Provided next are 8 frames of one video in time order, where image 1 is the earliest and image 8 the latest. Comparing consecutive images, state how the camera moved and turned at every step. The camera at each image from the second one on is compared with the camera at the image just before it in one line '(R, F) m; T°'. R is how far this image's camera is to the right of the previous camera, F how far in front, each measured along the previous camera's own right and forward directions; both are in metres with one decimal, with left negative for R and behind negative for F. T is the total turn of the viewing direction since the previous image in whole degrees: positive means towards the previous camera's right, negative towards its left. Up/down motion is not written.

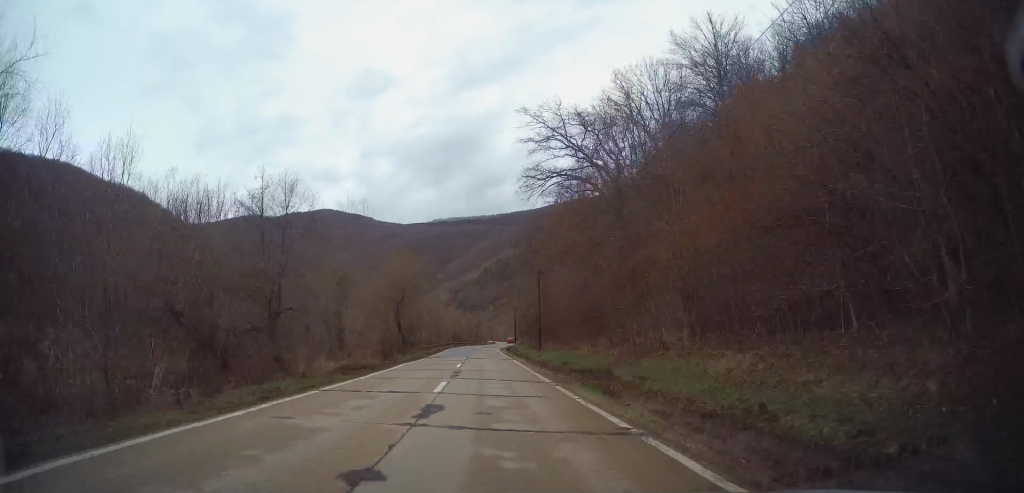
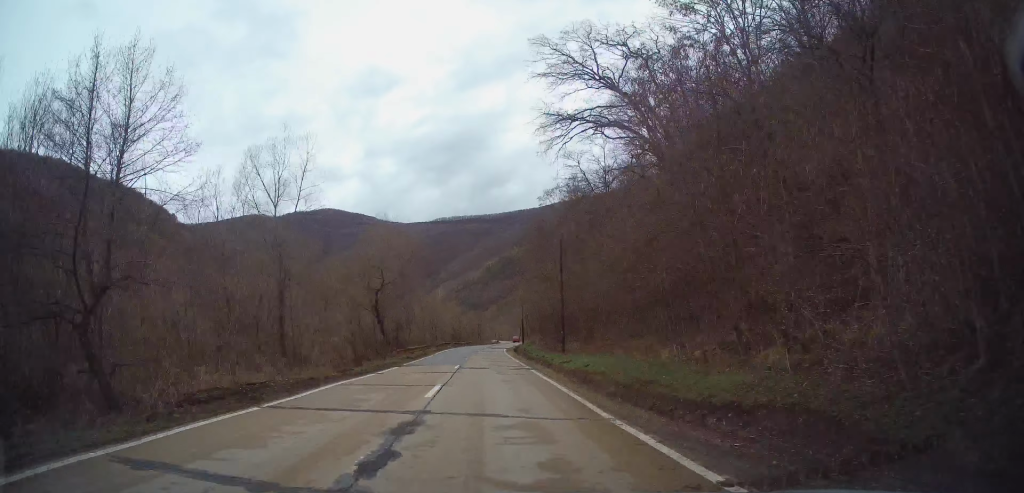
(0.0, +13.5) m; 0°
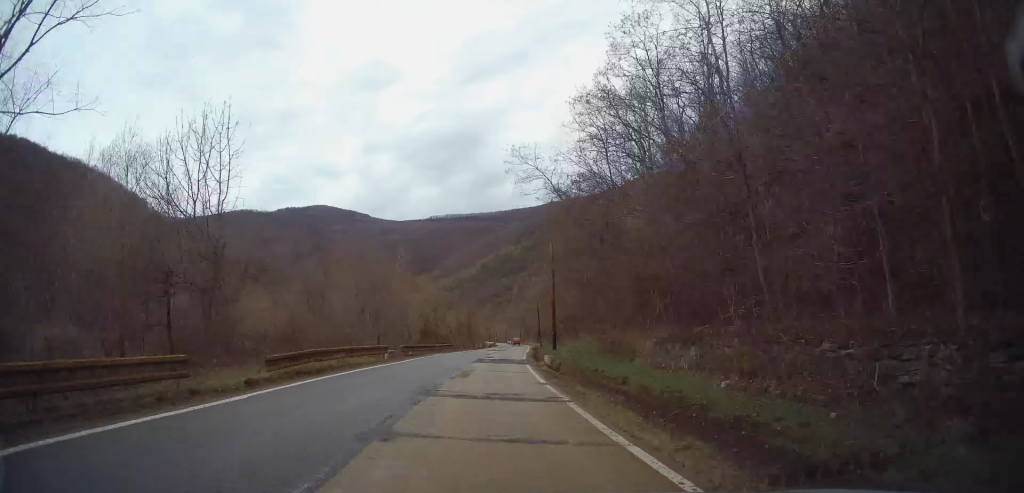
(-0.6, +44.0) m; 0°
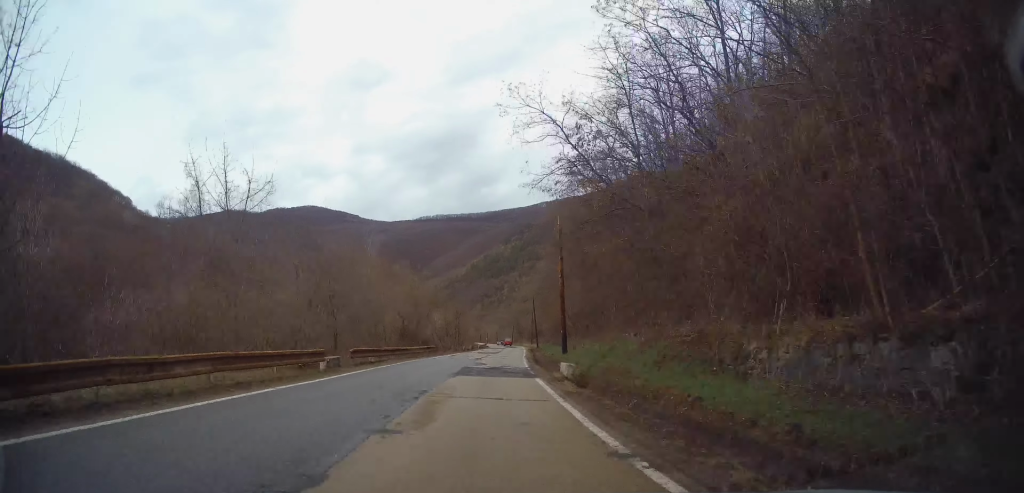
(+0.2, +9.9) m; +2°
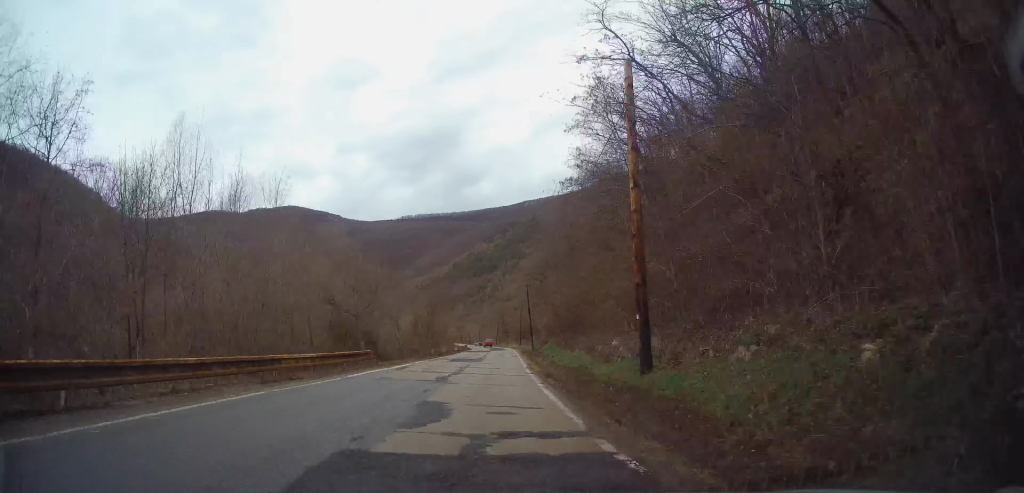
(+0.6, +19.2) m; +3°
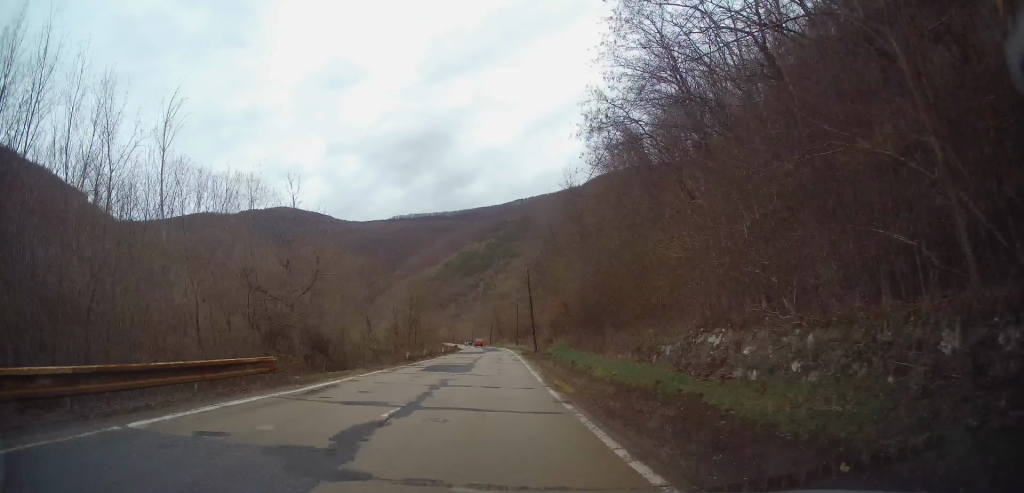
(+0.3, +11.3) m; 0°
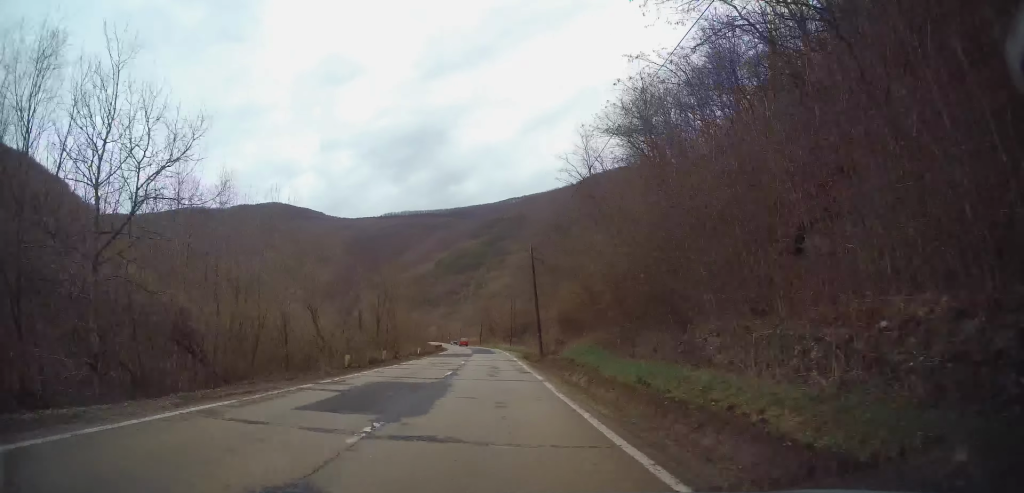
(-0.1, +13.3) m; 0°
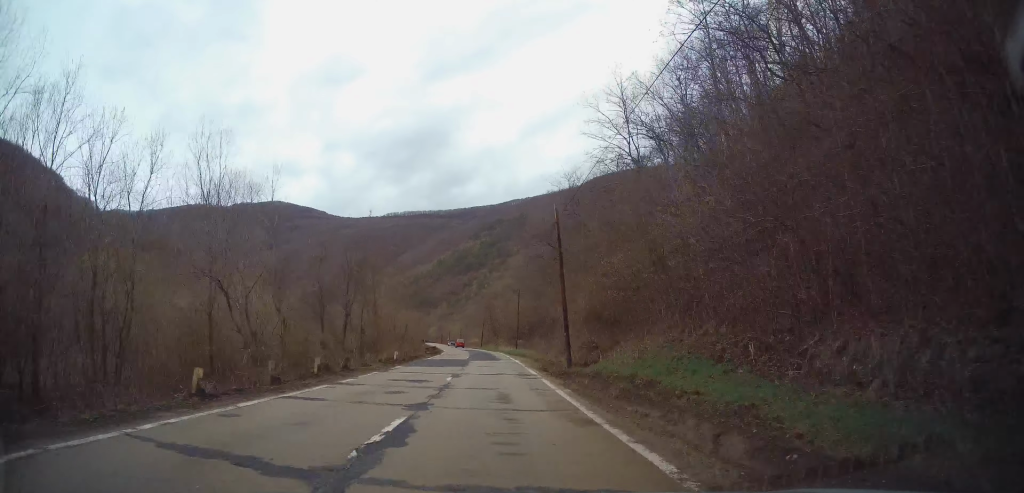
(-0.1, +12.0) m; 0°
